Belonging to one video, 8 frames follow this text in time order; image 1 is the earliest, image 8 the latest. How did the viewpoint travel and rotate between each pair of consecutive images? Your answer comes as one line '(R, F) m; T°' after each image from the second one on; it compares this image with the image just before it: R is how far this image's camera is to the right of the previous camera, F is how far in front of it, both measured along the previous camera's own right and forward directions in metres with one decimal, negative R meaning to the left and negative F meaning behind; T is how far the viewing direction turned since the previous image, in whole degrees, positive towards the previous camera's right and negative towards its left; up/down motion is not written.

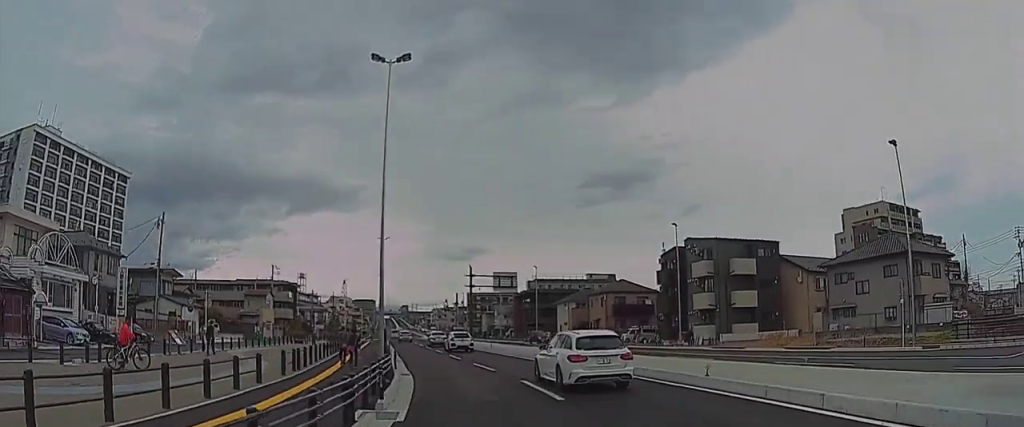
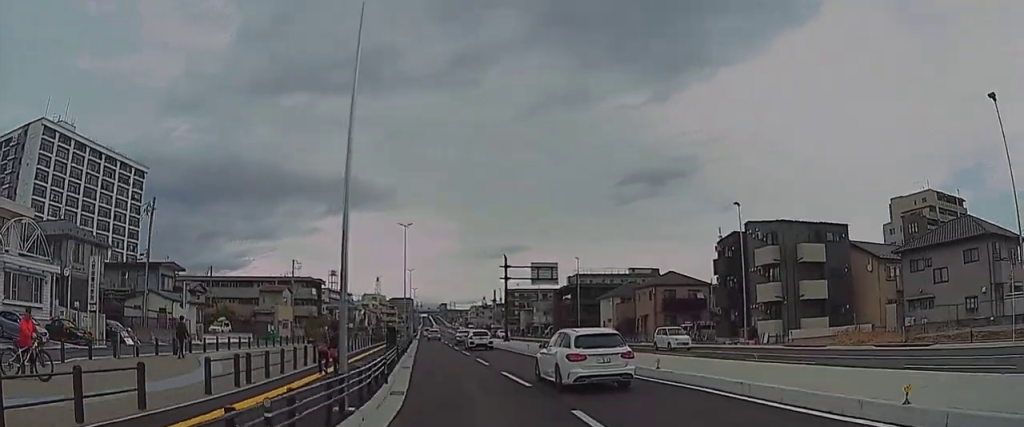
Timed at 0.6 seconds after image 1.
(+0.4, +8.0) m; 0°
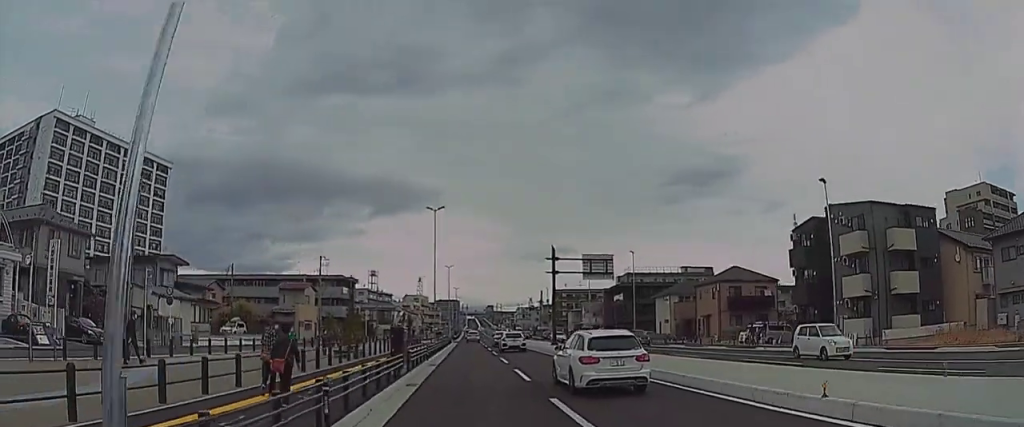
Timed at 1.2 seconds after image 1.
(-0.4, +8.3) m; -7°
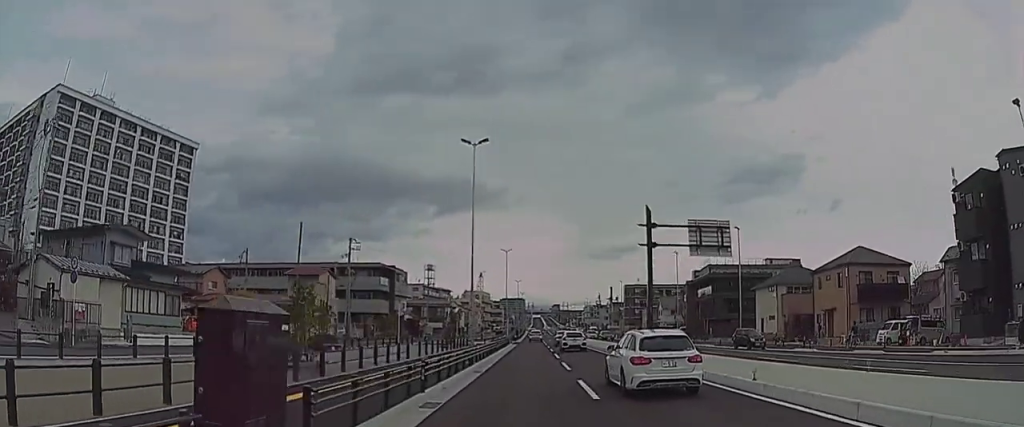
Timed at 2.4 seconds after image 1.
(-2.1, +15.1) m; -8°
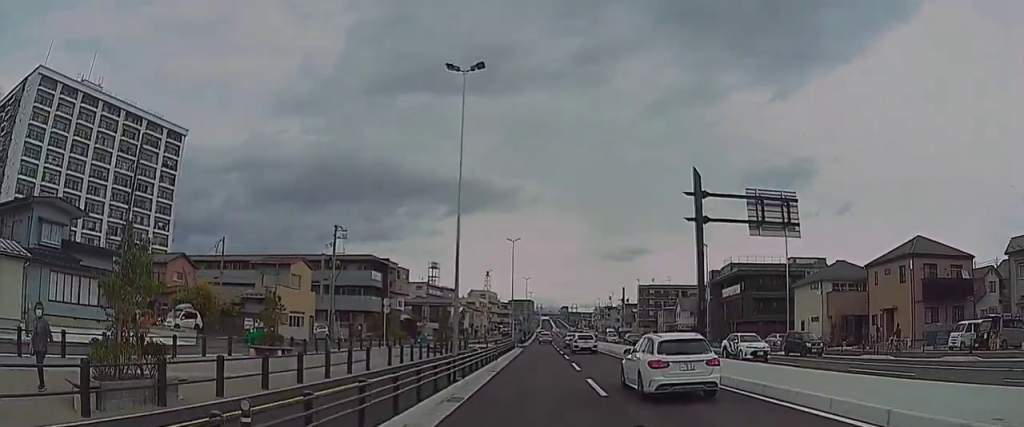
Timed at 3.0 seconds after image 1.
(+0.2, +8.0) m; -1°
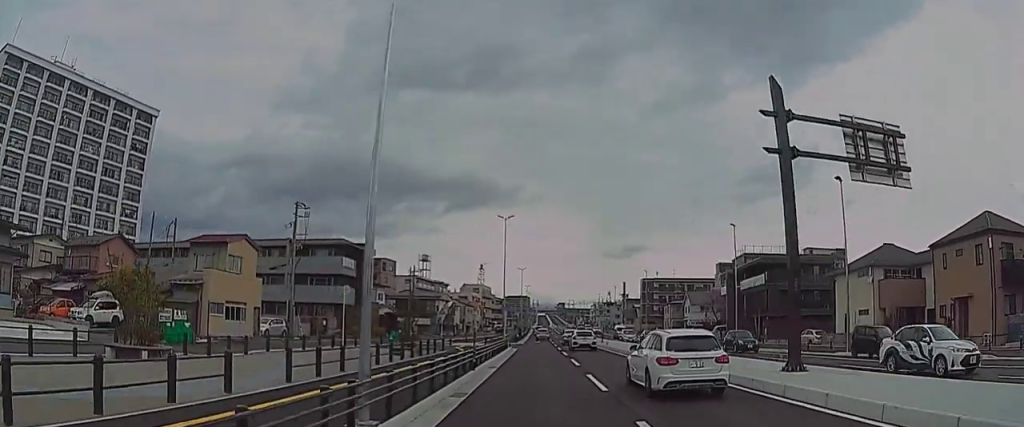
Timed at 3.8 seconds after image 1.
(+0.4, +9.3) m; -1°
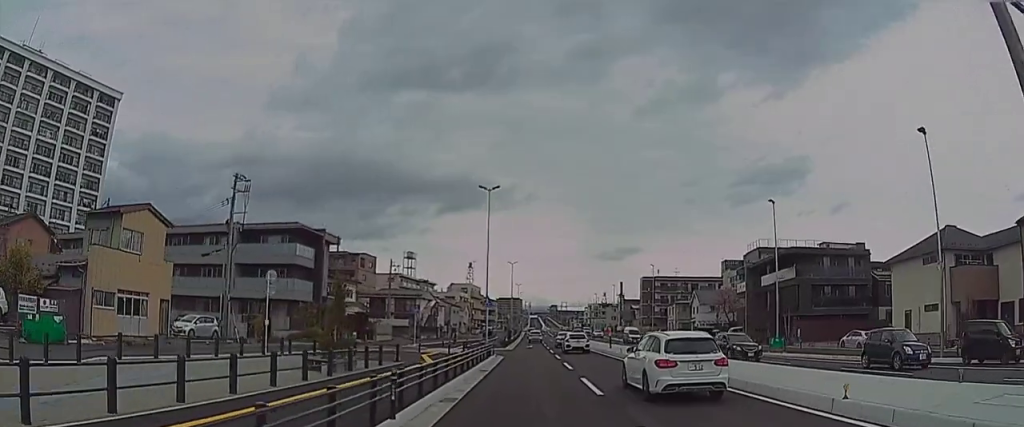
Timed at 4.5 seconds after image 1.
(-0.7, +9.8) m; -4°
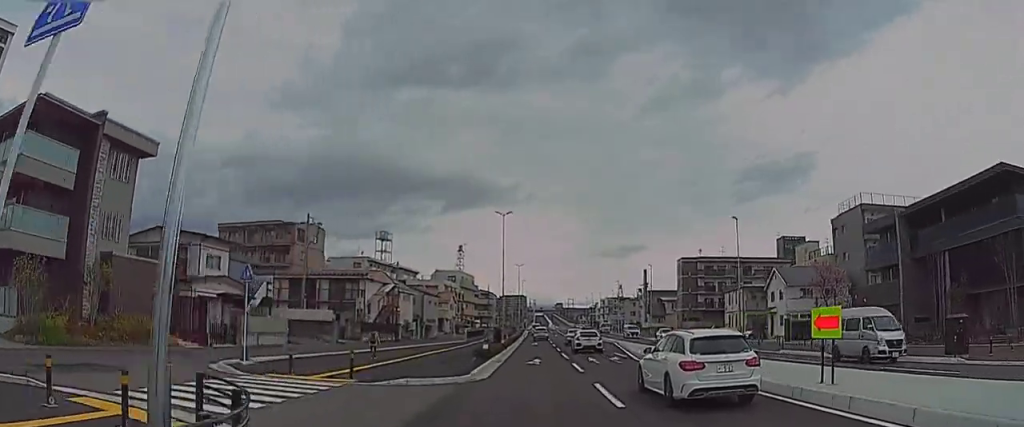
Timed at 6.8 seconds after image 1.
(-0.5, +30.8) m; -2°
